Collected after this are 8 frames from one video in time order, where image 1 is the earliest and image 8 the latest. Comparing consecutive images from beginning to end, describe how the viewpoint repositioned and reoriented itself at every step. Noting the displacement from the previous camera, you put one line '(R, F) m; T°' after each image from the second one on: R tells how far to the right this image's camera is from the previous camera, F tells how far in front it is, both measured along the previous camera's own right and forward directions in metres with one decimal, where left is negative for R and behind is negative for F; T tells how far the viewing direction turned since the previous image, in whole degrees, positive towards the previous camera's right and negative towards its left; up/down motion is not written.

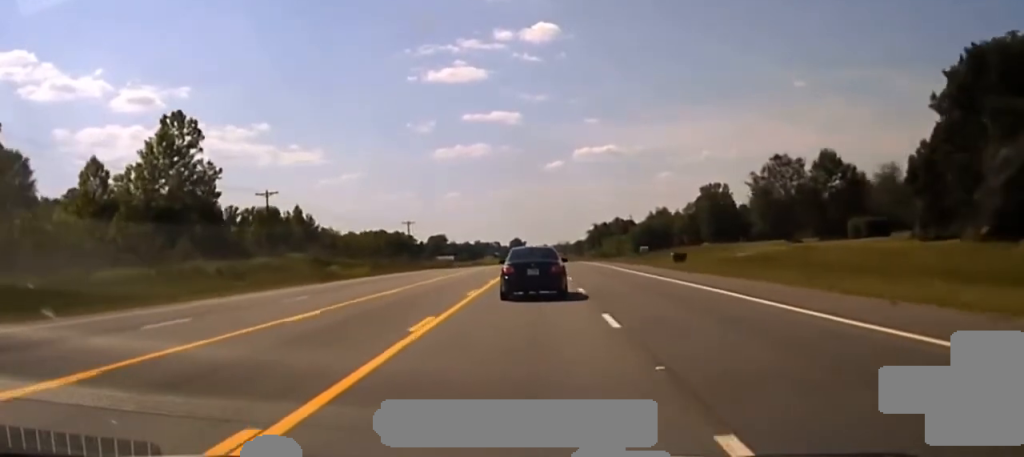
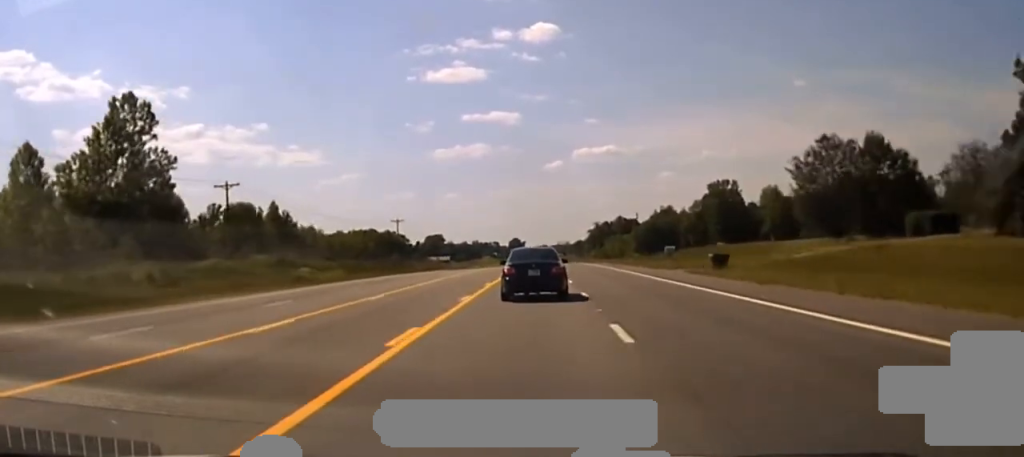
(+0.1, +14.0) m; 0°
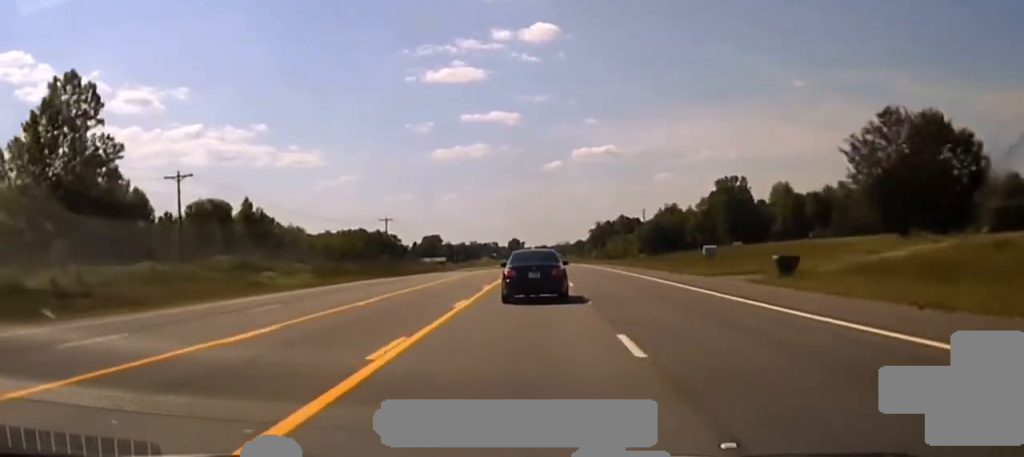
(0.0, +12.6) m; 0°
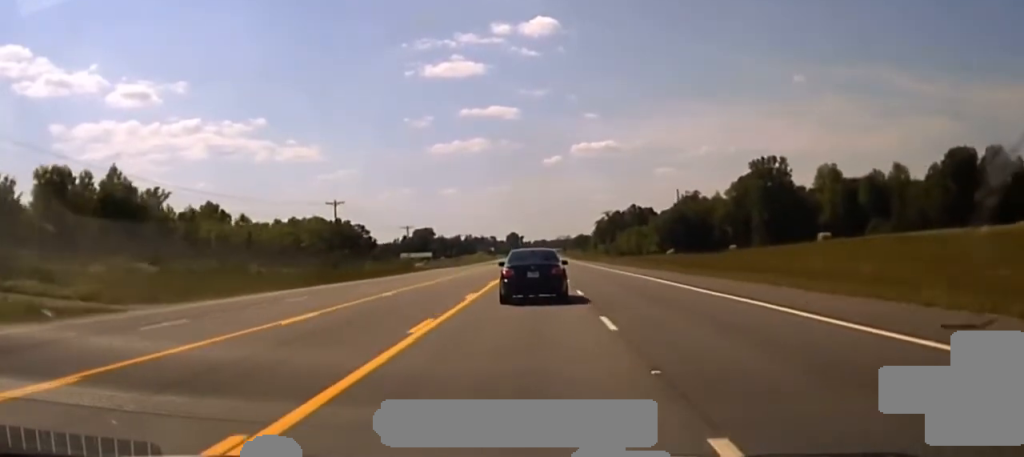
(-0.2, +38.9) m; 0°
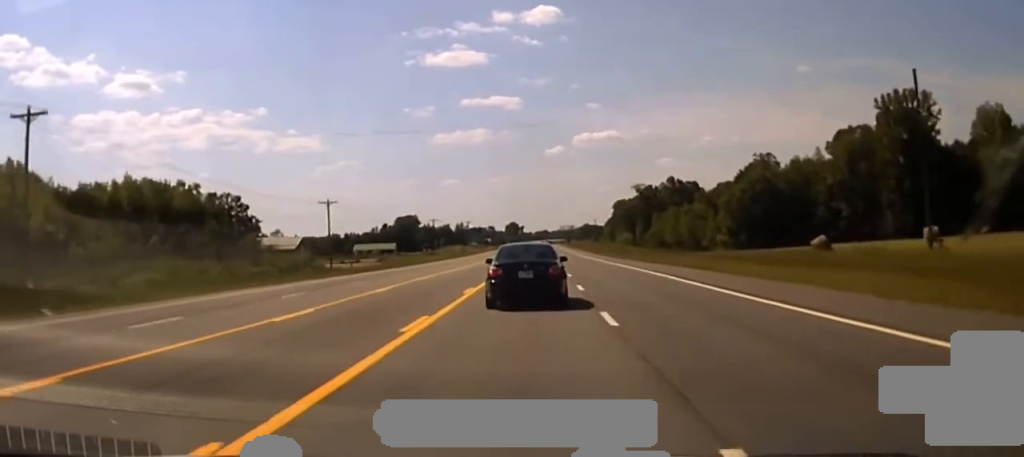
(-0.4, +83.0) m; -1°
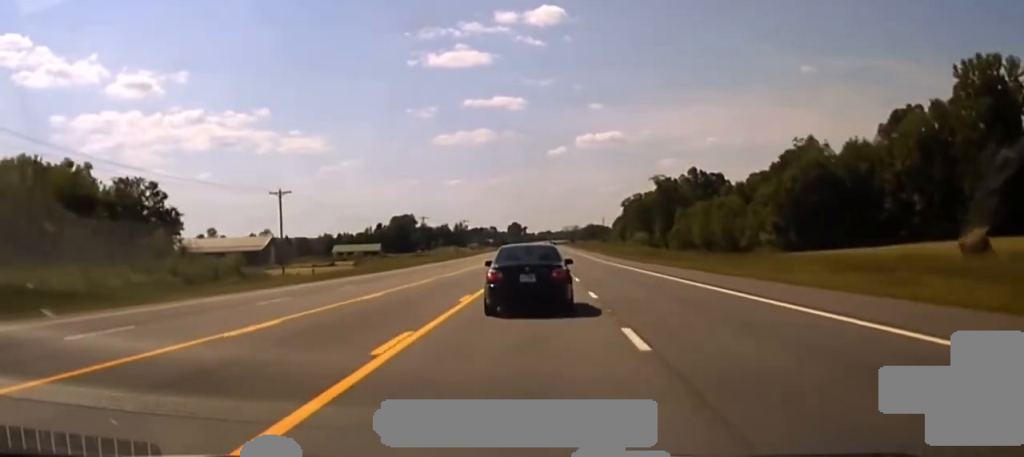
(0.0, +31.3) m; 0°
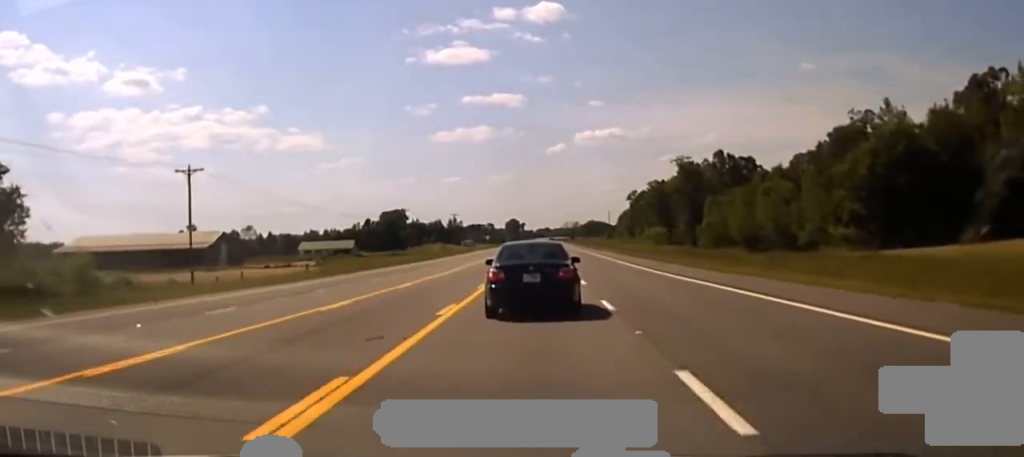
(+0.1, +32.8) m; 0°
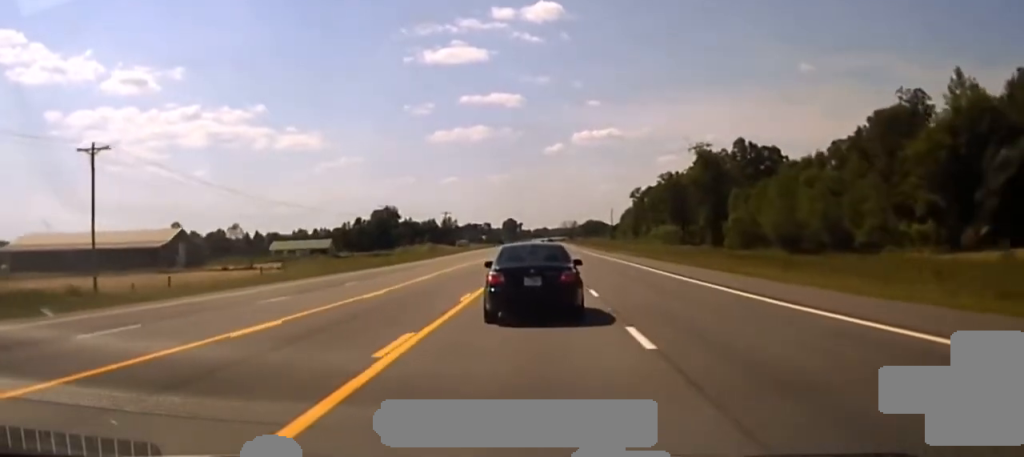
(+0.2, +19.9) m; 0°
